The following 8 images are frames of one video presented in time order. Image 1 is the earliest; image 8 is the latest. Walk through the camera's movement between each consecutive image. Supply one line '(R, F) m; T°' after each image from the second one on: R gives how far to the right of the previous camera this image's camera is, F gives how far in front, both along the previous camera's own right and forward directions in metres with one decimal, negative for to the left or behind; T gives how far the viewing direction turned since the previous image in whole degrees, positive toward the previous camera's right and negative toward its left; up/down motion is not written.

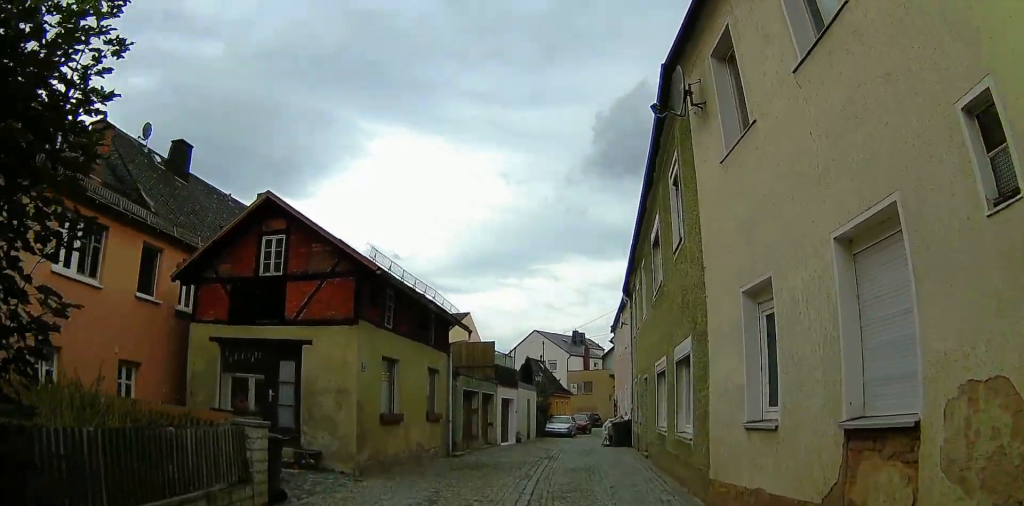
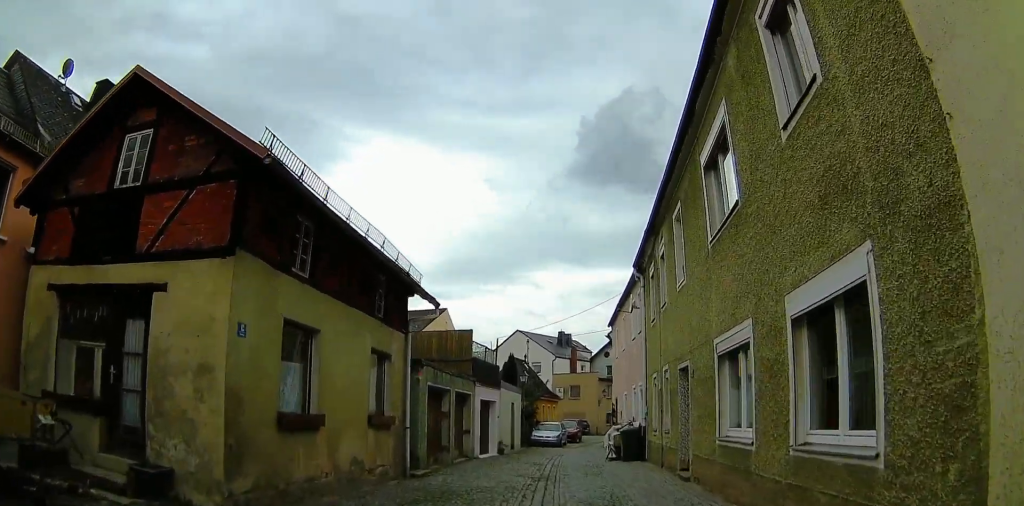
(+0.5, +5.6) m; 0°
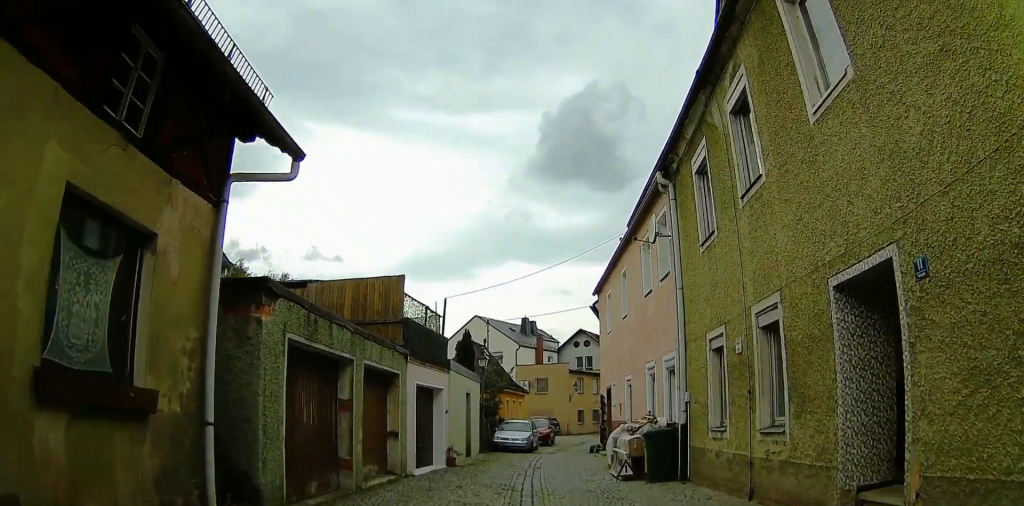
(-0.8, +8.6) m; -3°
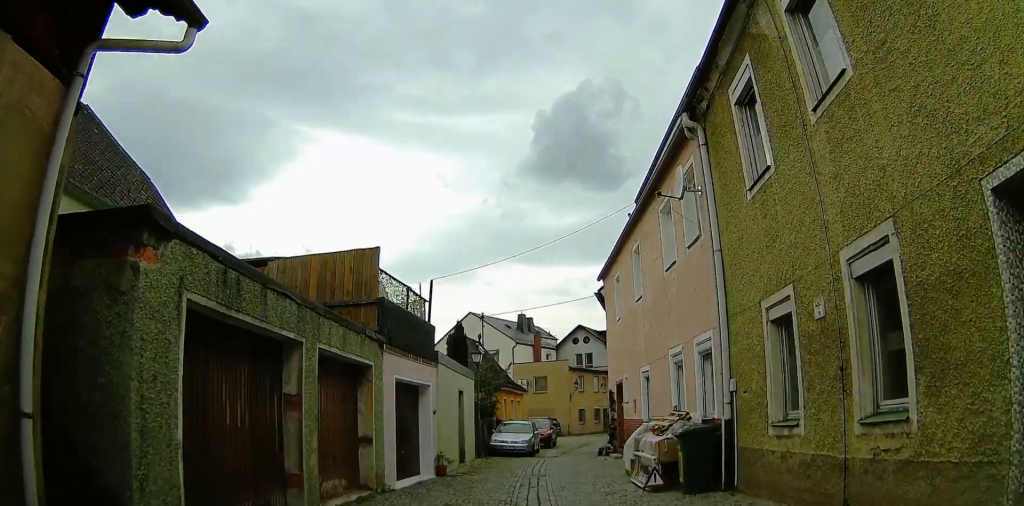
(+0.1, +2.7) m; +5°
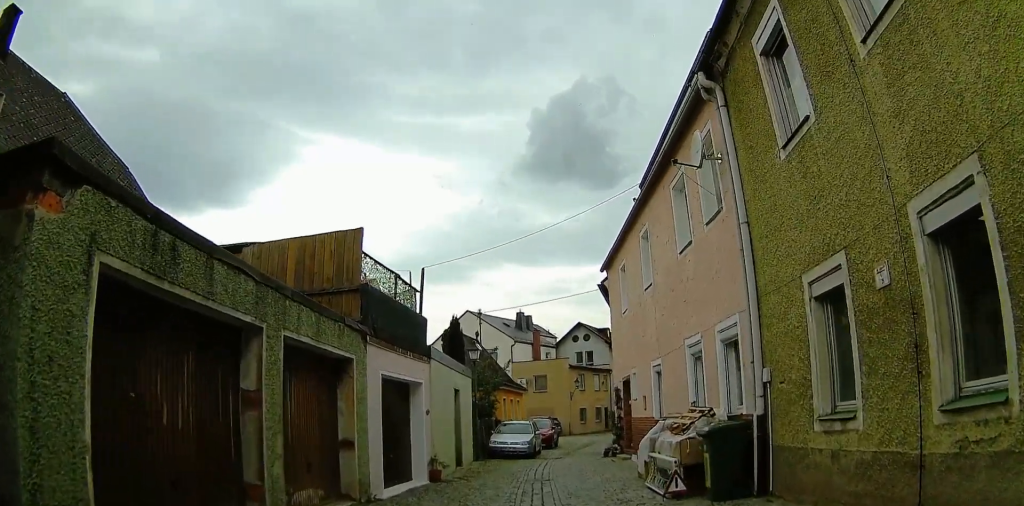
(0.0, +1.2) m; +3°
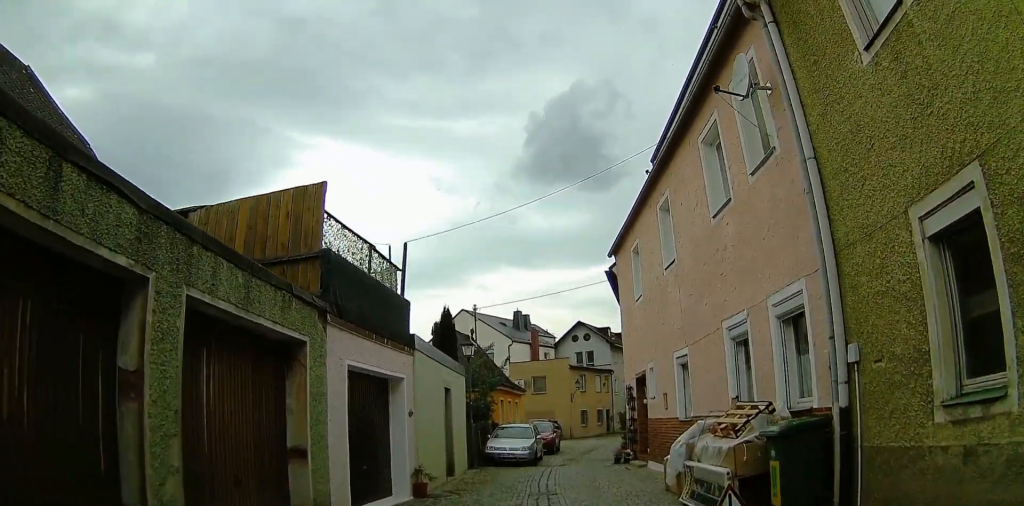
(+0.1, +2.1) m; +3°
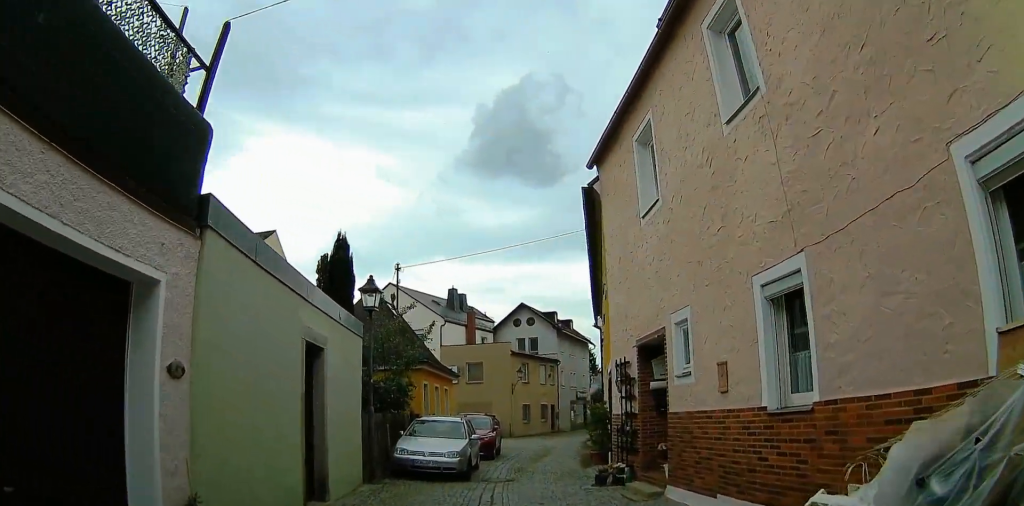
(+0.3, +6.5) m; +12°
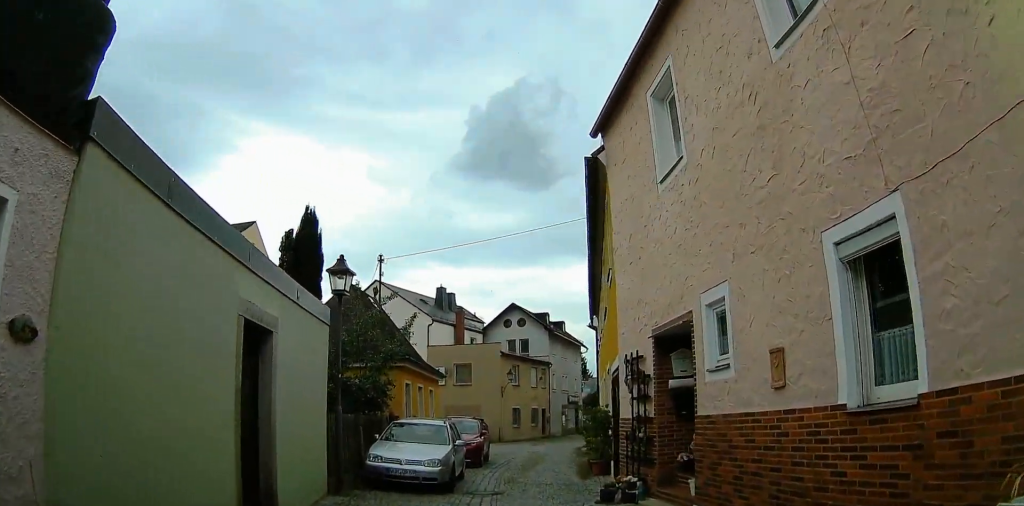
(+0.2, +1.7) m; +5°
